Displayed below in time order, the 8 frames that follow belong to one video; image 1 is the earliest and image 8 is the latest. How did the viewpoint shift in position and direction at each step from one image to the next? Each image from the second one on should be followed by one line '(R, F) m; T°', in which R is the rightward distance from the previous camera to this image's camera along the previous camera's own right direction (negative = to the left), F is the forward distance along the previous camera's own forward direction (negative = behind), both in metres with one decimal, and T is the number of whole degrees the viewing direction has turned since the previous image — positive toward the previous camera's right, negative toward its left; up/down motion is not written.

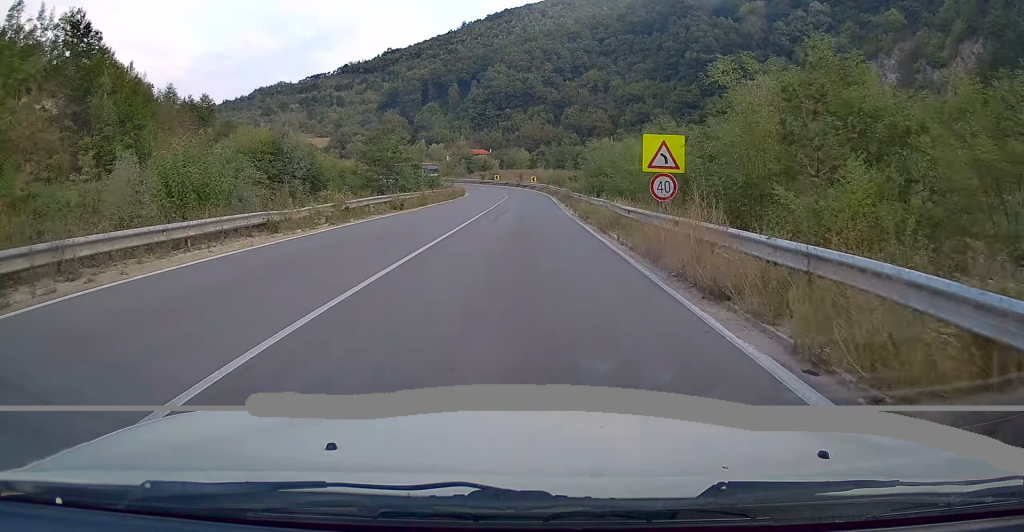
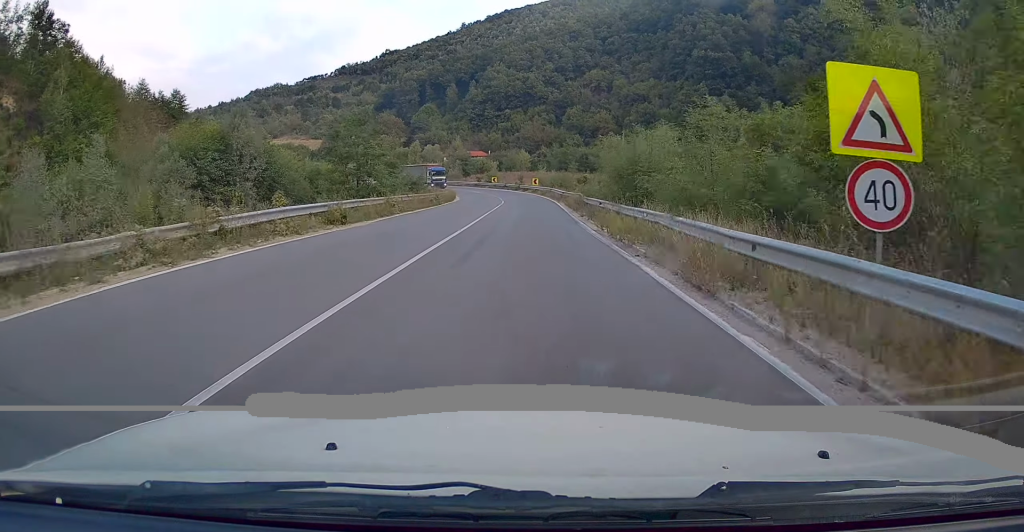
(0.0, +10.4) m; 0°
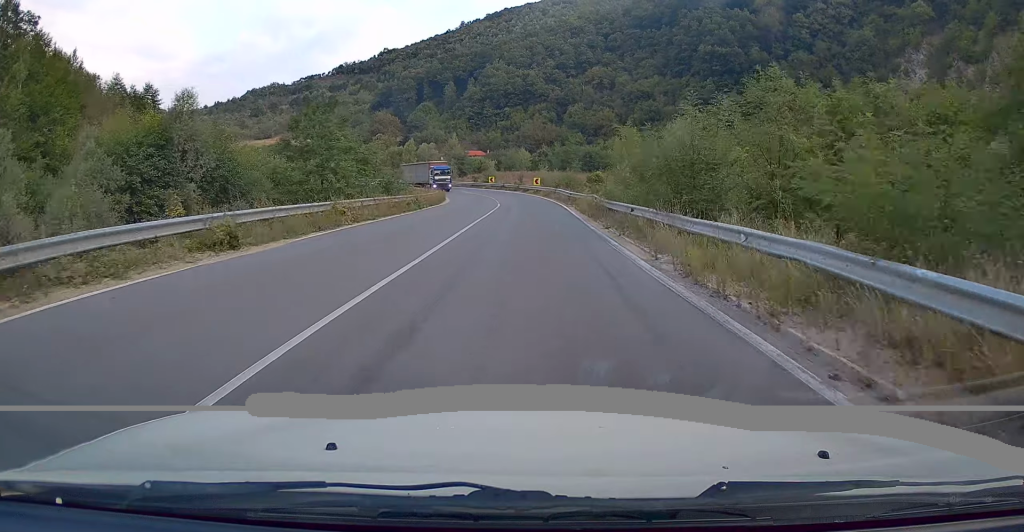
(0.0, +8.5) m; 0°
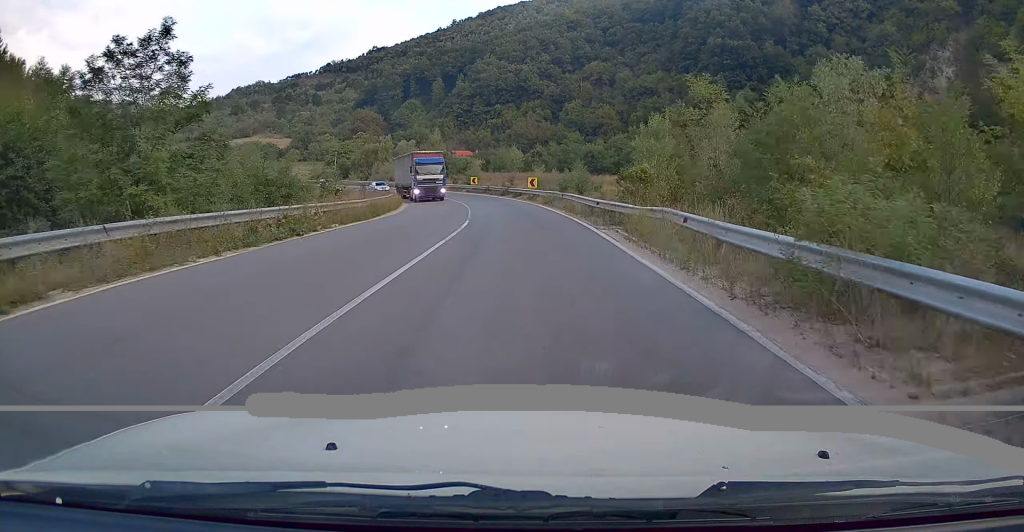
(-0.2, +19.1) m; 0°
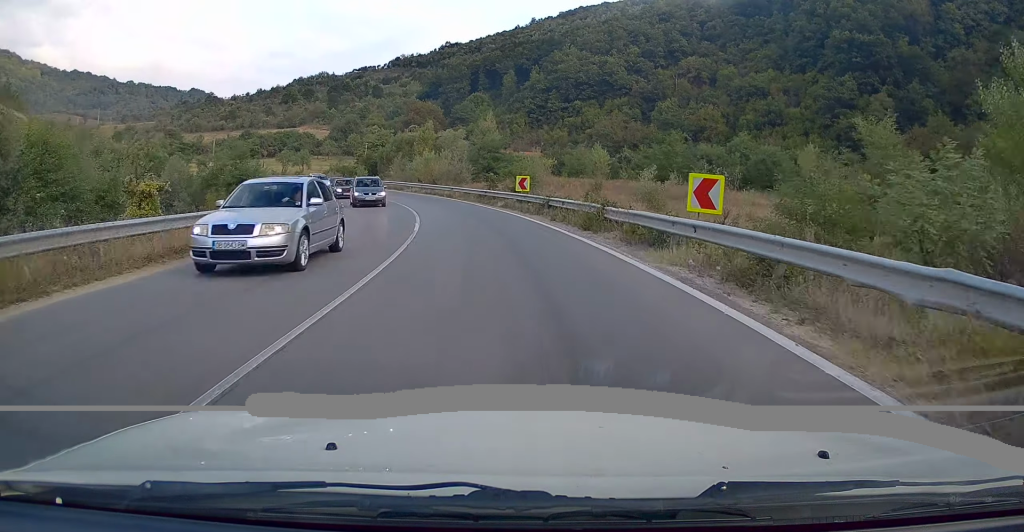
(+0.3, +37.8) m; -2°
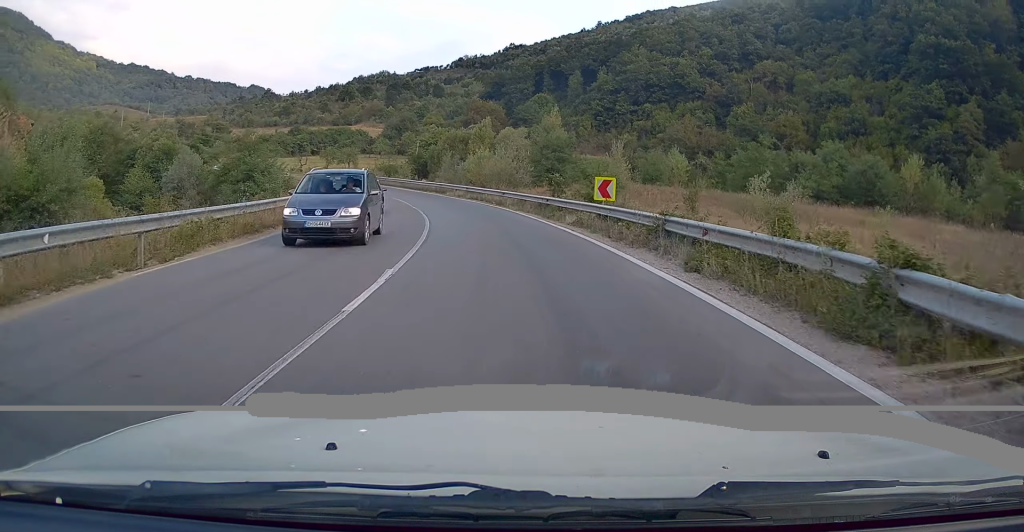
(-0.5, +11.7) m; -4°
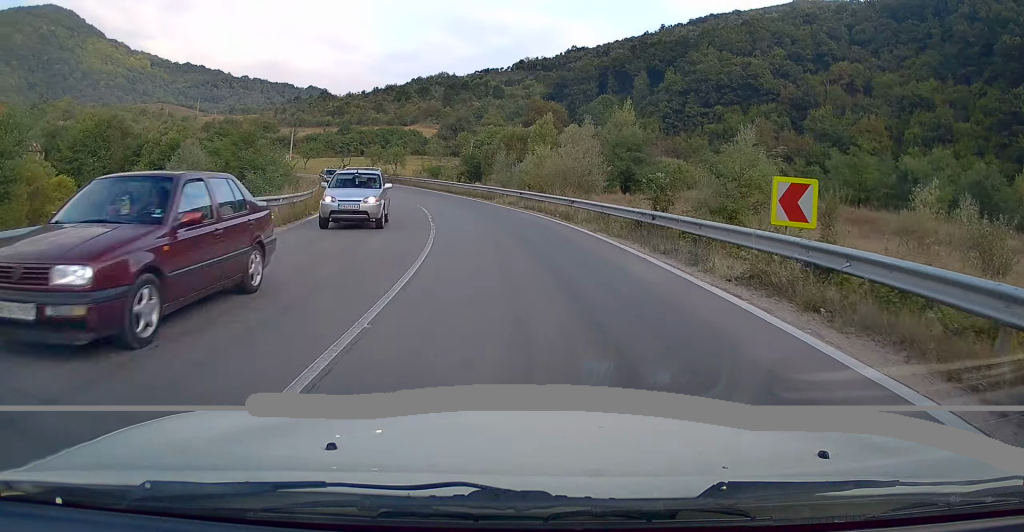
(-0.4, +11.6) m; -5°
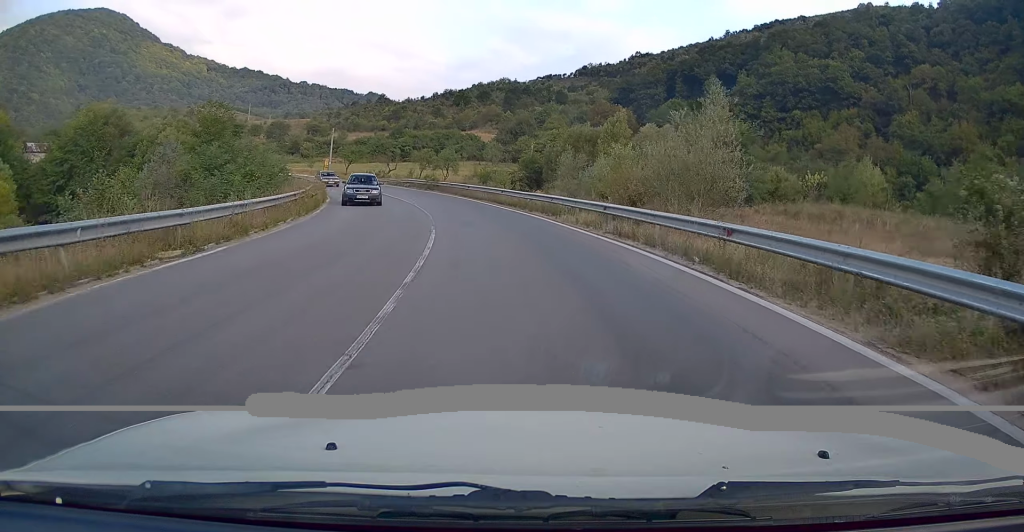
(-0.5, +12.6) m; -5°
